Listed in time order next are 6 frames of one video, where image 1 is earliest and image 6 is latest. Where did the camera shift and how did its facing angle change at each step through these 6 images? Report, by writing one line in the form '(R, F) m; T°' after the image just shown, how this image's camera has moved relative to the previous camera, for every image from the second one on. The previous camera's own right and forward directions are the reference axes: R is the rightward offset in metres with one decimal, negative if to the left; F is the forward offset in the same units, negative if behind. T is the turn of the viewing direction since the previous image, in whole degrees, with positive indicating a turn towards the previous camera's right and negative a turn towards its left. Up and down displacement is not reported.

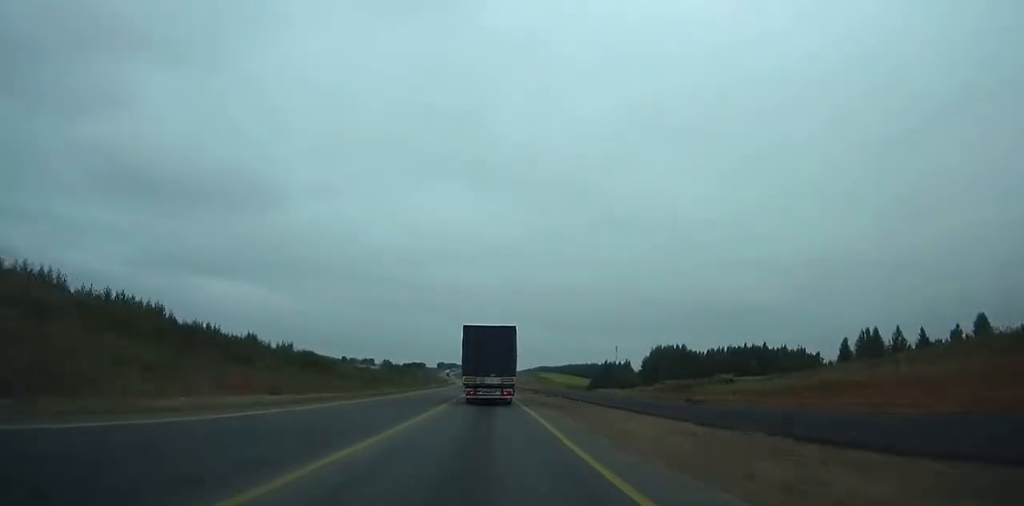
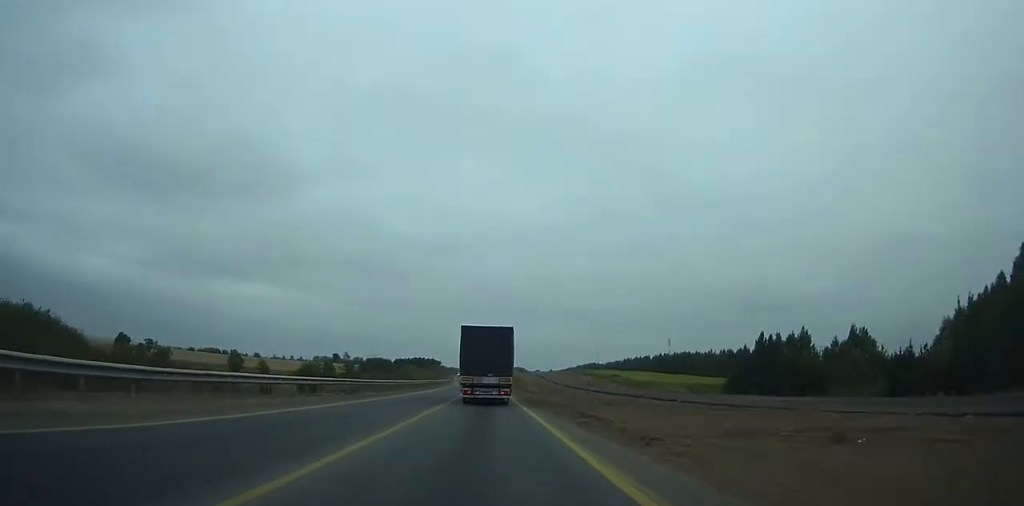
(-2.9, +178.1) m; -3°
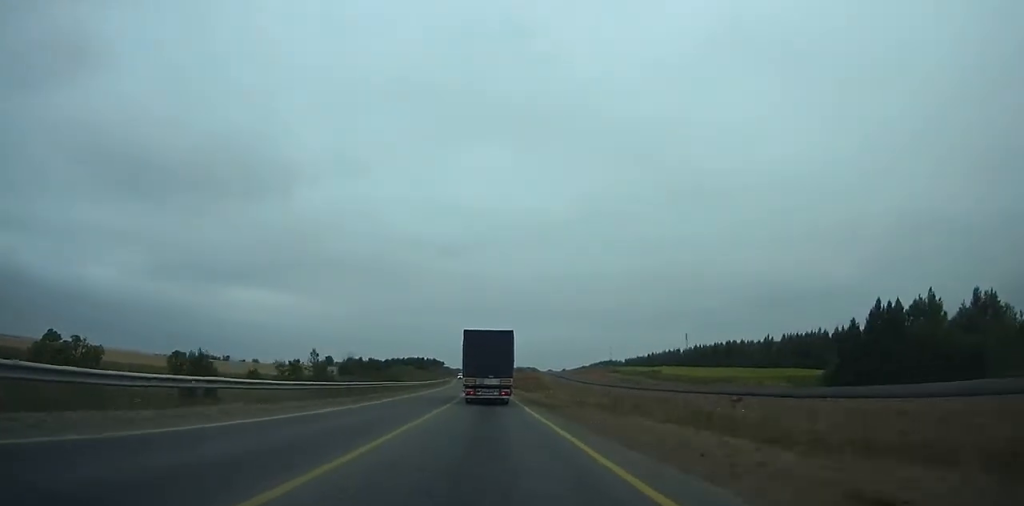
(-0.5, +55.8) m; +2°
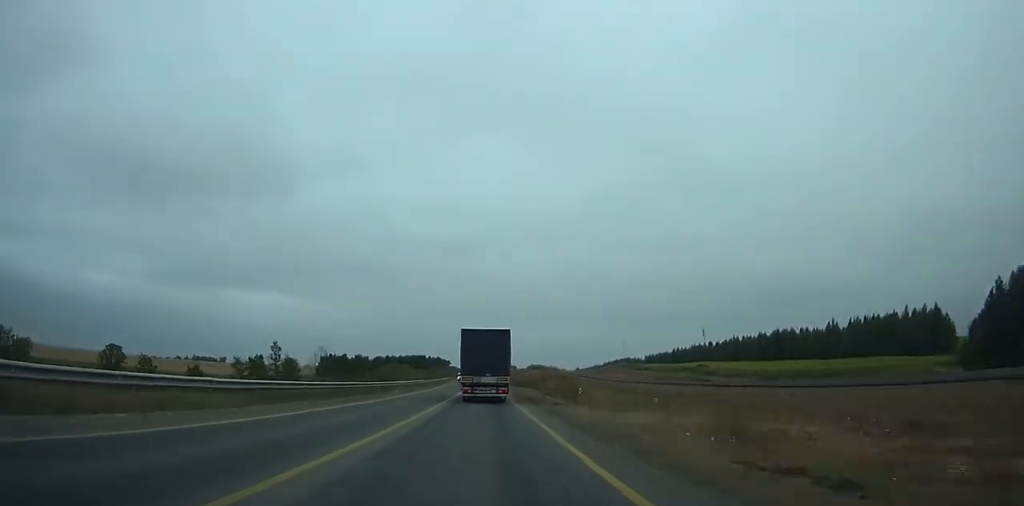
(-2.3, +40.9) m; +5°
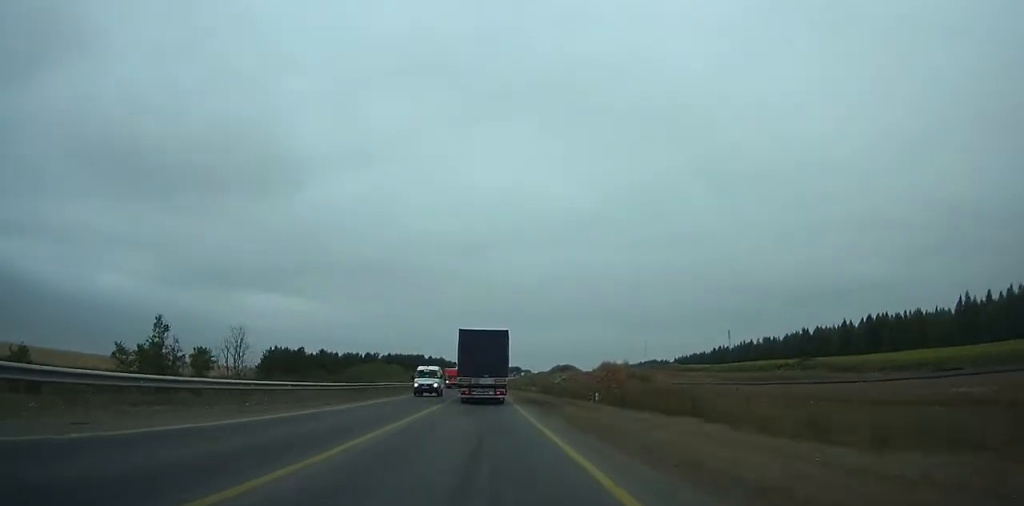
(+9.0, +46.4) m; -9°
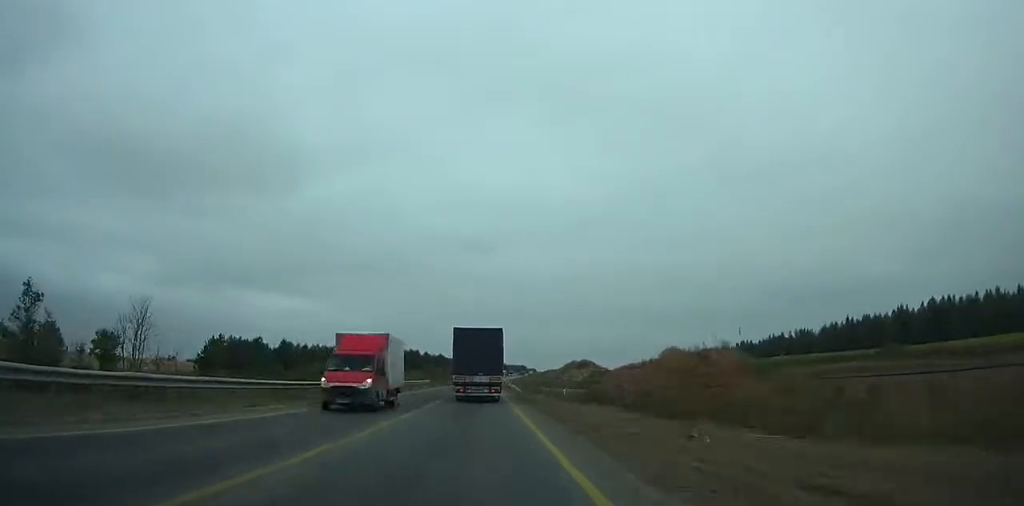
(-7.7, +35.5) m; -5°
